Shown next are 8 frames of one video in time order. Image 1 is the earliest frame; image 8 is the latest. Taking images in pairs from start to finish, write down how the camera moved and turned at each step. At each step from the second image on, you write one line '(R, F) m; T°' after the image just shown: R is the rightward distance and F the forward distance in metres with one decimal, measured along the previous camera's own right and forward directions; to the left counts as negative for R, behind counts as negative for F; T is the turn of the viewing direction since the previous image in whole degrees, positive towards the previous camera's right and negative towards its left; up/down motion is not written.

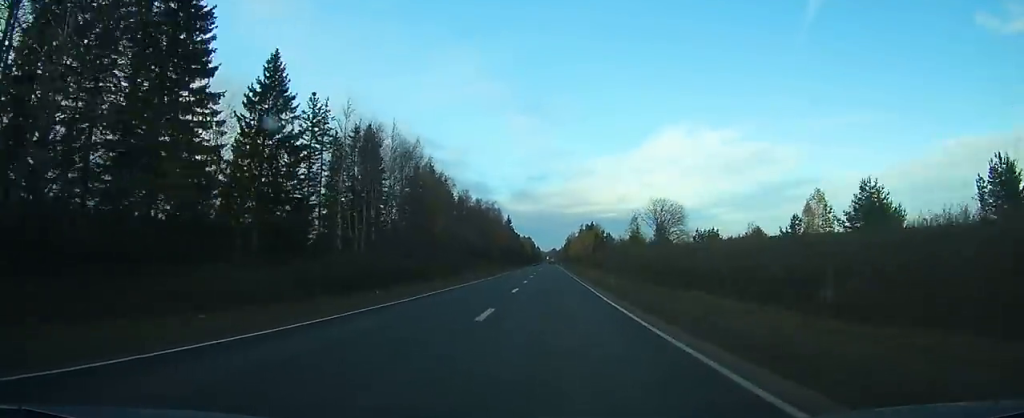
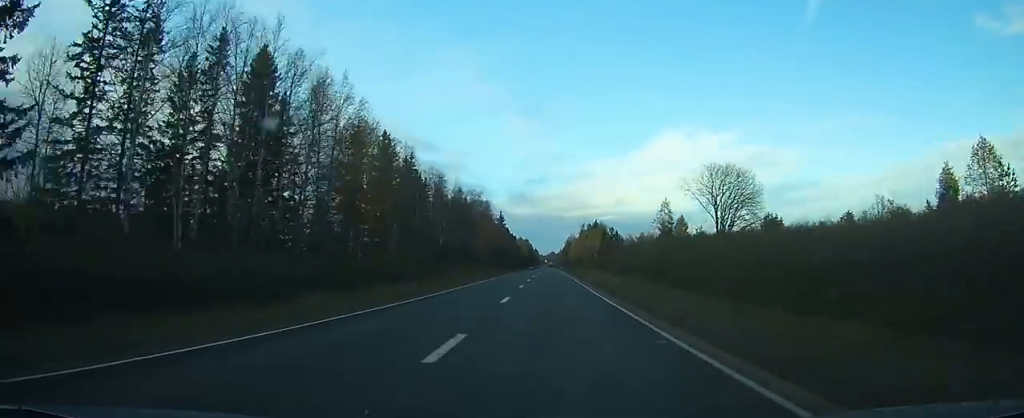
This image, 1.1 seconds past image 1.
(+0.1, +28.7) m; 0°
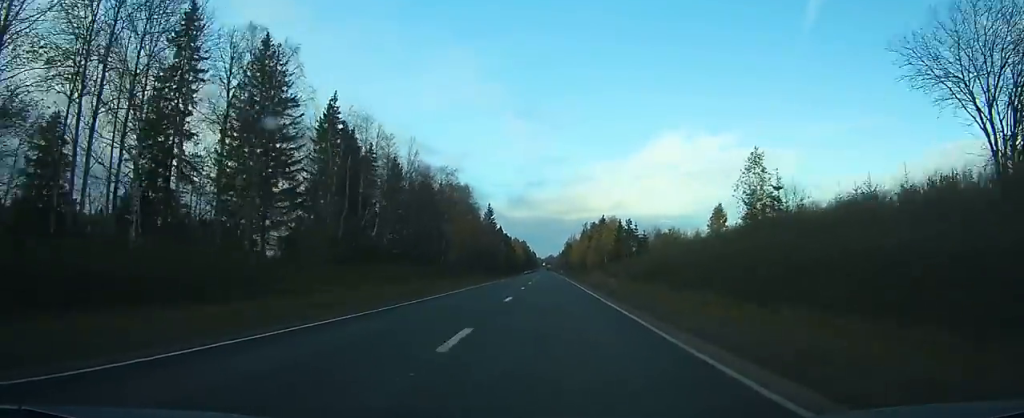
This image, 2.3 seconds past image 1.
(+0.1, +34.5) m; 0°
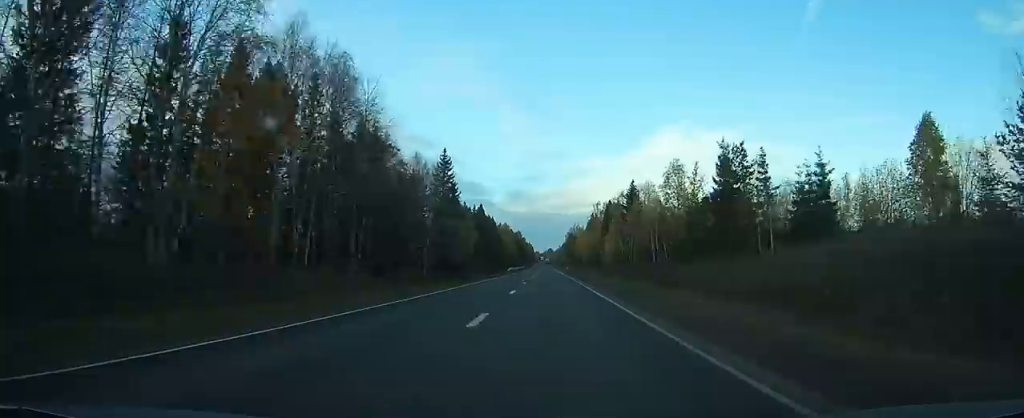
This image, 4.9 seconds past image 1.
(+0.2, +70.1) m; 0°
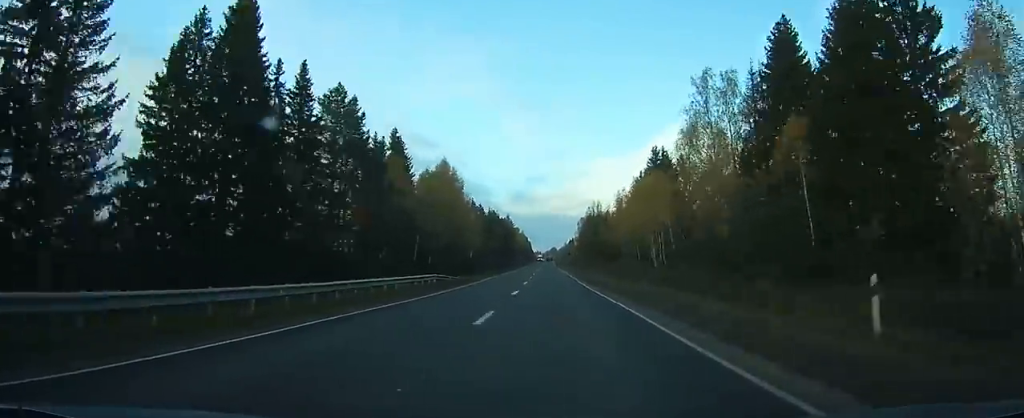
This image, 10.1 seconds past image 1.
(-0.5, +145.6) m; 0°
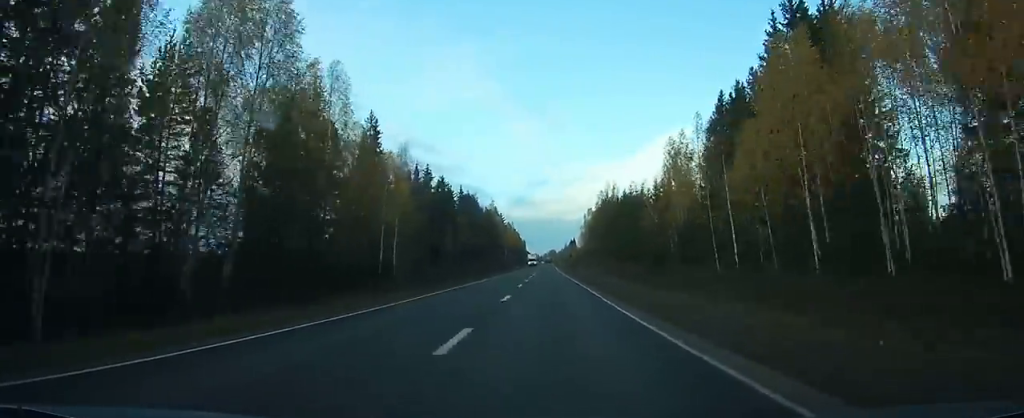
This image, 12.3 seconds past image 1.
(-0.1, +63.8) m; 0°
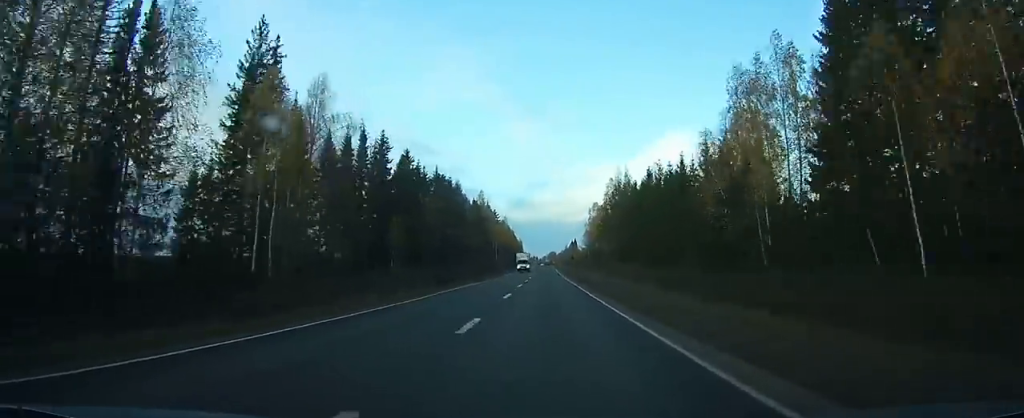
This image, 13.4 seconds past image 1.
(0.0, +30.1) m; 0°
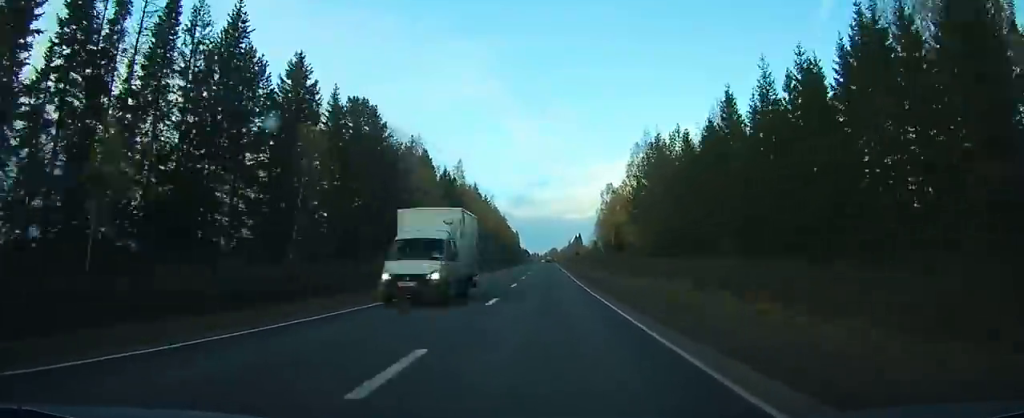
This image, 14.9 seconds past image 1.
(0.0, +41.3) m; 0°
